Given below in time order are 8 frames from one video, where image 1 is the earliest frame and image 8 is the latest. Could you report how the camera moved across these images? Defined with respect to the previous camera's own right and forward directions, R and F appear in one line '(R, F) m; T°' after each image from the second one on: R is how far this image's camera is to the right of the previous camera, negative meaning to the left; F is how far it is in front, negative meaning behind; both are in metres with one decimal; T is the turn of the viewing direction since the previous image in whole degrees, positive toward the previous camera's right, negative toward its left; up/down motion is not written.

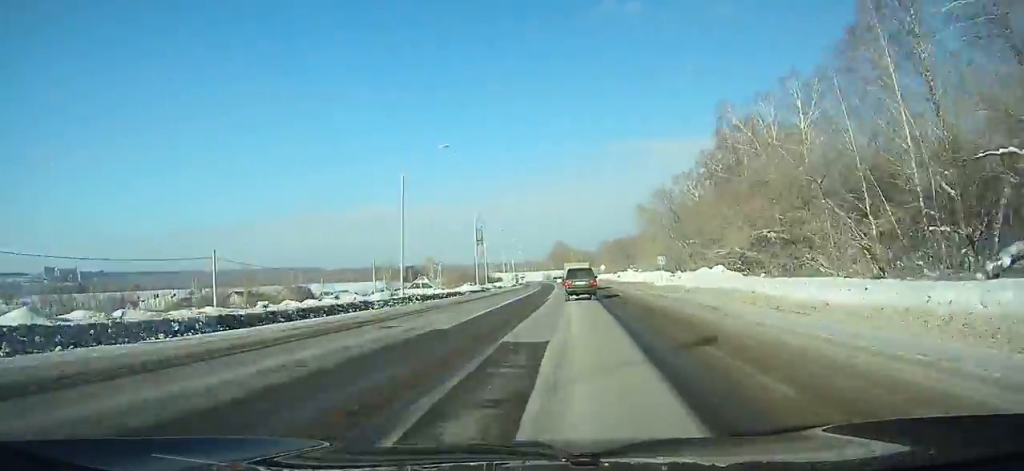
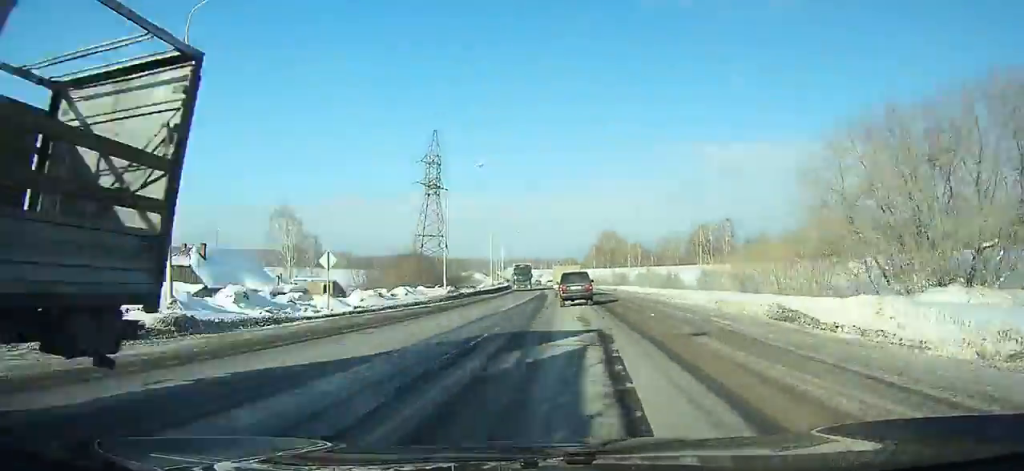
(-4.9, +132.0) m; -5°
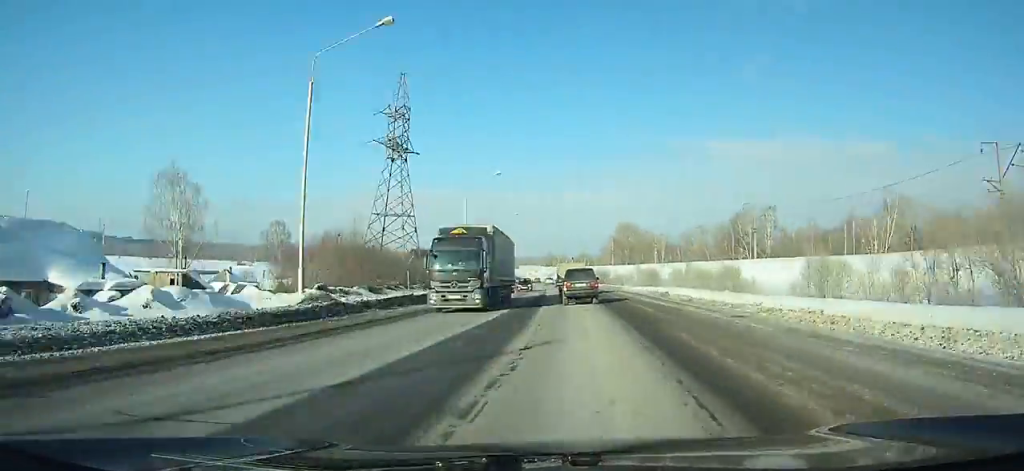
(-0.1, +29.4) m; -1°
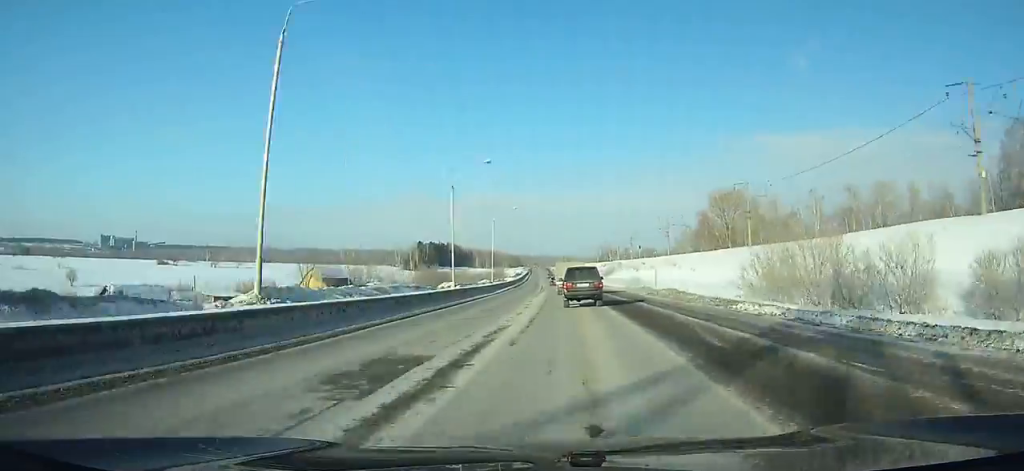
(-5.3, +111.8) m; -5°
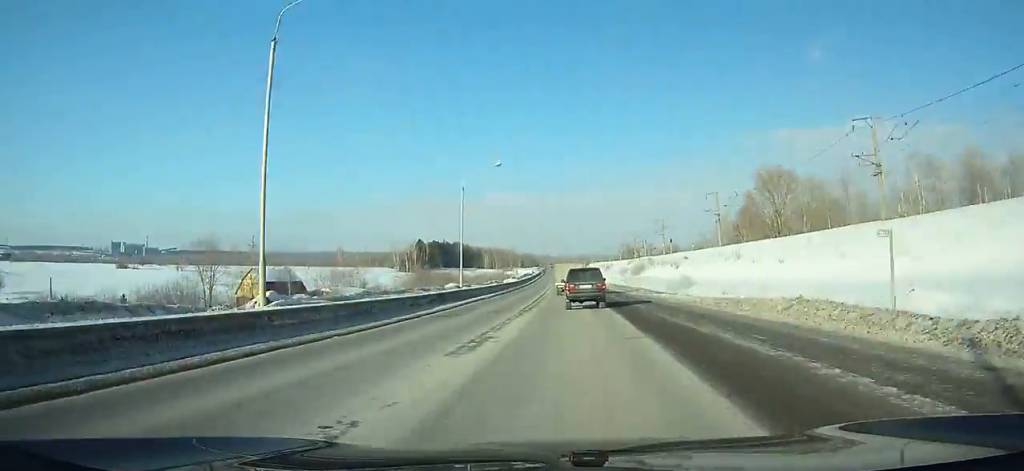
(-0.6, +34.4) m; -1°
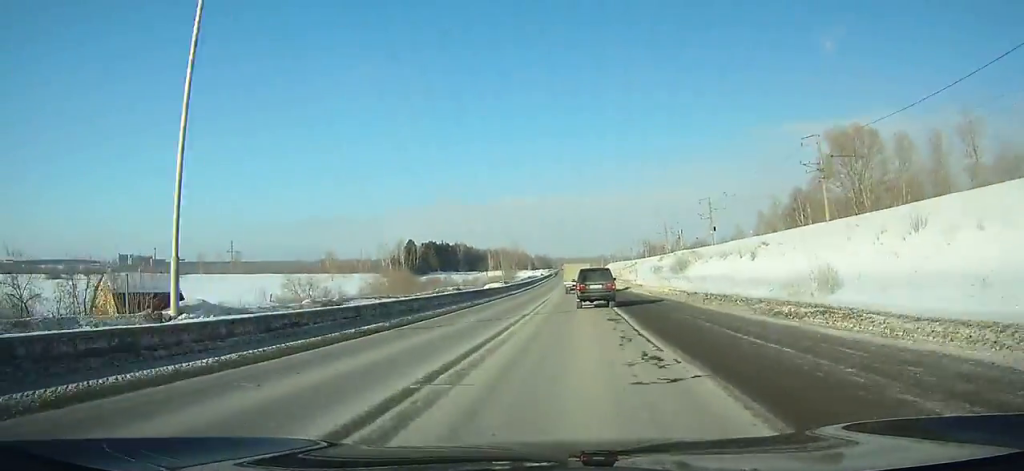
(-0.6, +40.3) m; -1°
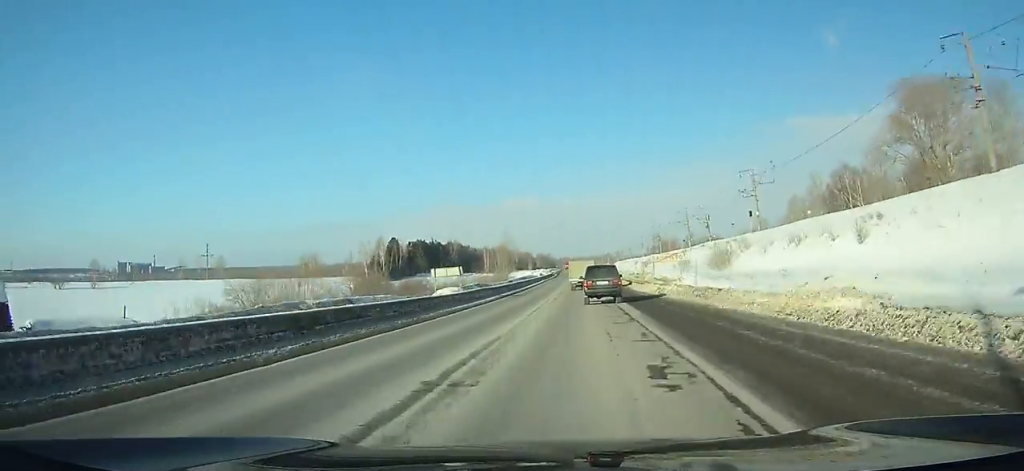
(0.0, +27.1) m; 0°
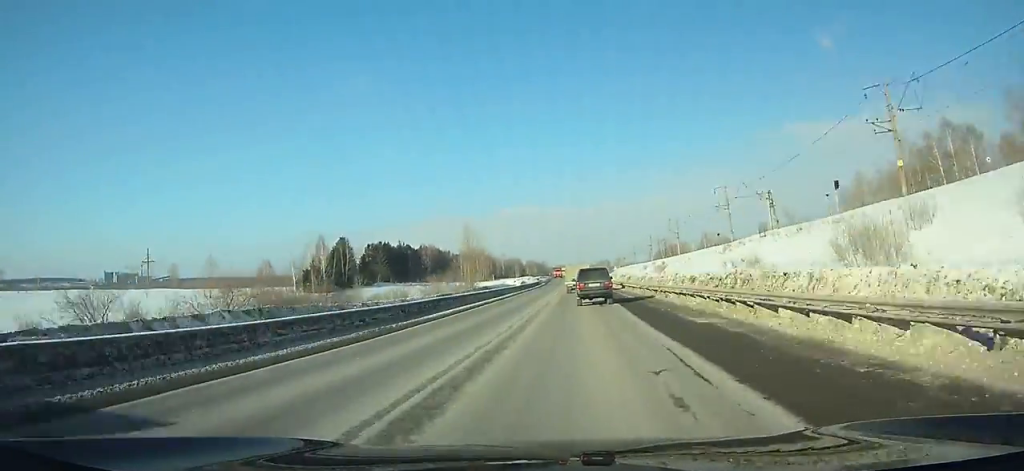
(-0.1, +43.0) m; 0°
